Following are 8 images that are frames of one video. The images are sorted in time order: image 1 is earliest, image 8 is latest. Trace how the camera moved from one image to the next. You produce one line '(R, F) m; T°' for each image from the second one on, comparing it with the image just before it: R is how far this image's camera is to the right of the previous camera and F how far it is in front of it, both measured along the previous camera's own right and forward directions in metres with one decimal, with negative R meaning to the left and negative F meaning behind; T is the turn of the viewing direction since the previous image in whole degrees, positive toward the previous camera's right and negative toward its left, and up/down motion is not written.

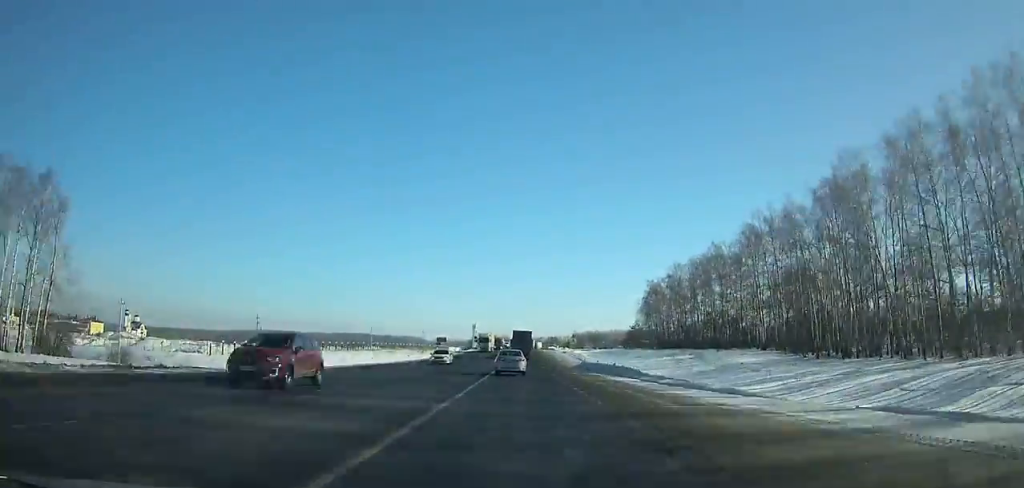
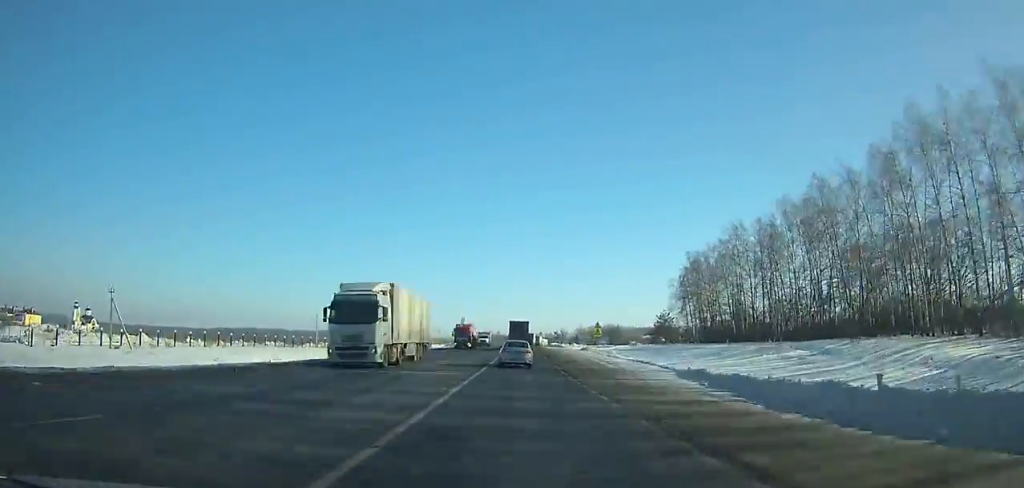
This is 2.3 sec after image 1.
(0.0, +47.5) m; 0°
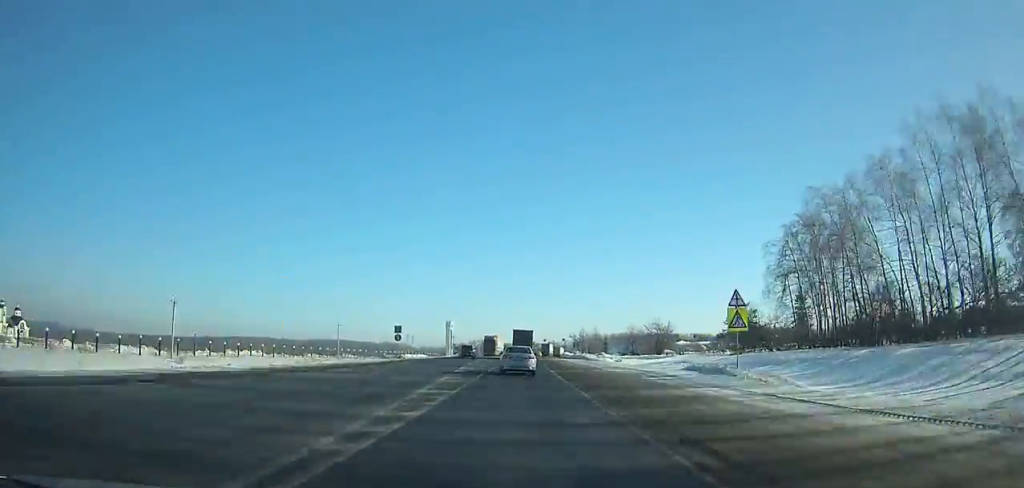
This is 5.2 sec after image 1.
(+0.1, +58.8) m; 0°
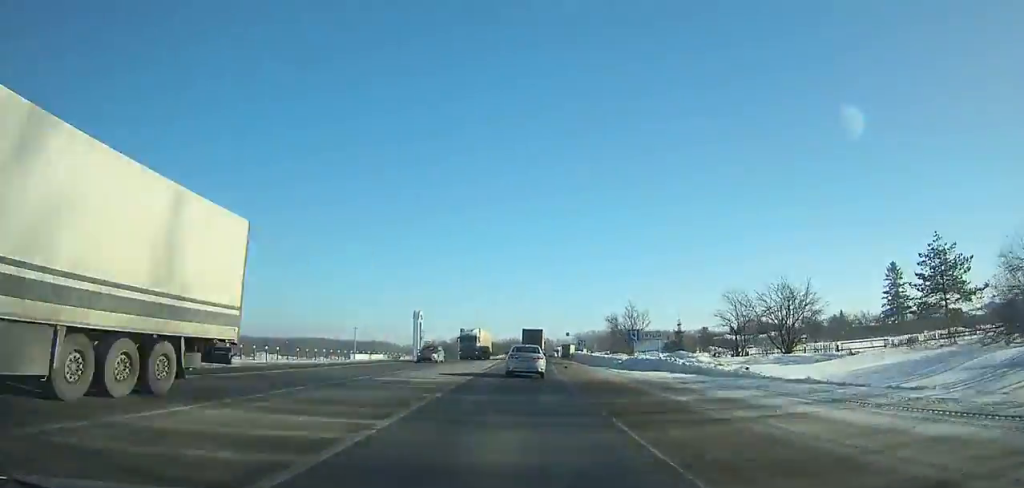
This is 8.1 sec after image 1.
(+0.4, +57.5) m; +1°
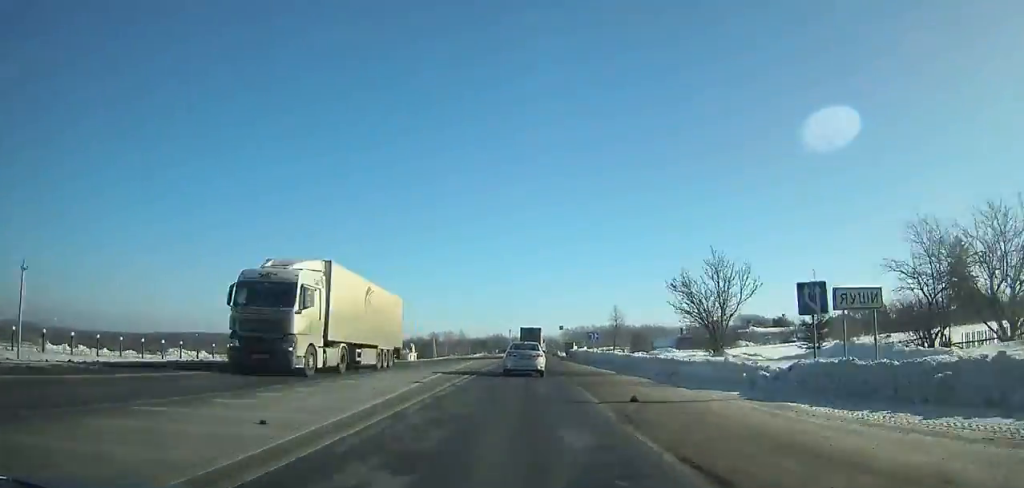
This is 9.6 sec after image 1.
(+0.2, +29.0) m; +1°
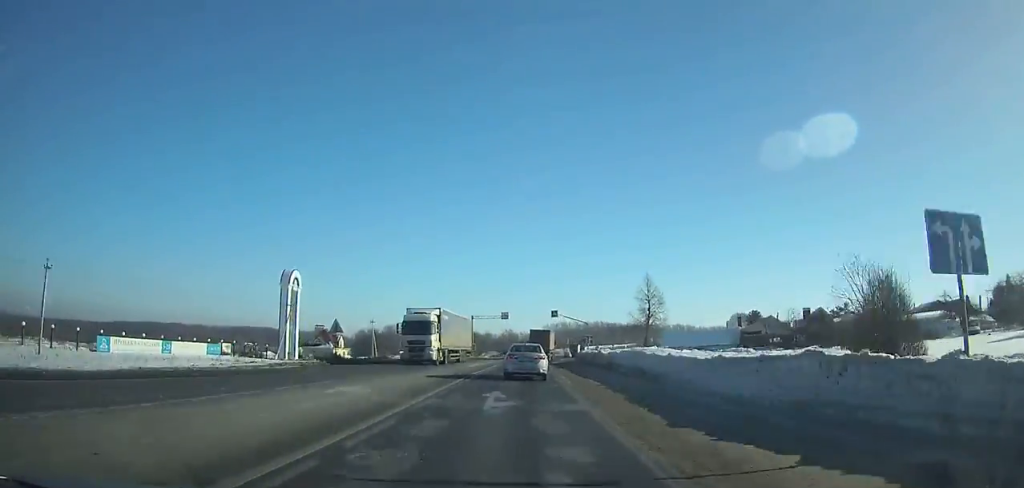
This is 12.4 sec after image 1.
(+1.4, +53.3) m; +3°
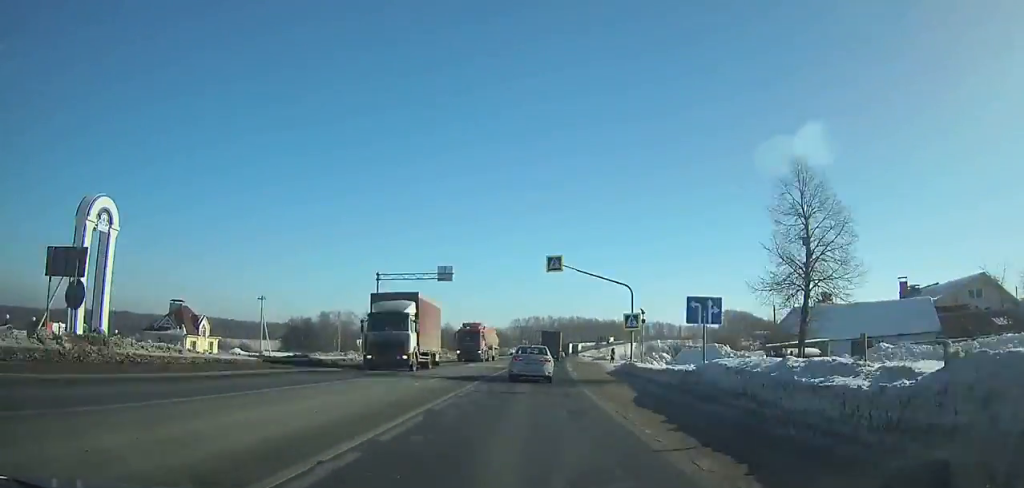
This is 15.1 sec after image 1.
(+1.5, +50.4) m; +3°
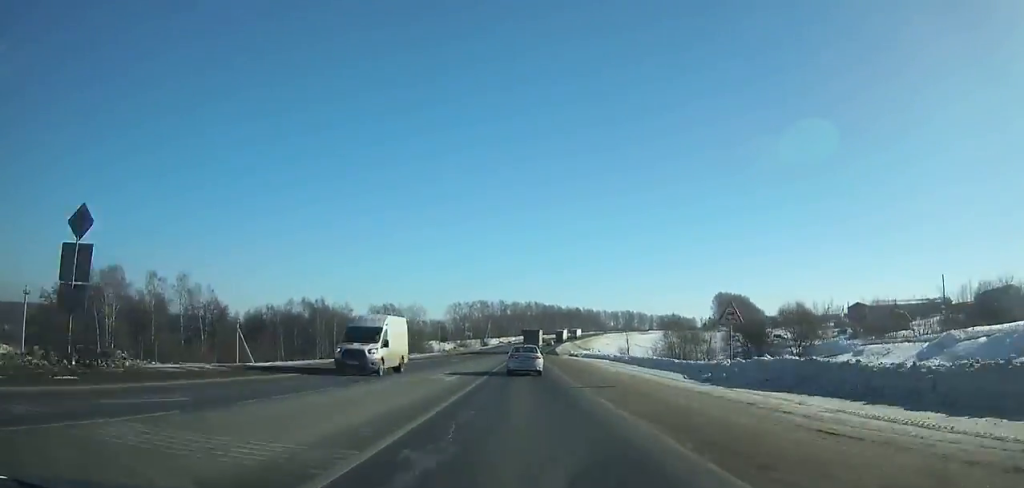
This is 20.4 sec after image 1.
(+3.7, +98.9) m; +3°
